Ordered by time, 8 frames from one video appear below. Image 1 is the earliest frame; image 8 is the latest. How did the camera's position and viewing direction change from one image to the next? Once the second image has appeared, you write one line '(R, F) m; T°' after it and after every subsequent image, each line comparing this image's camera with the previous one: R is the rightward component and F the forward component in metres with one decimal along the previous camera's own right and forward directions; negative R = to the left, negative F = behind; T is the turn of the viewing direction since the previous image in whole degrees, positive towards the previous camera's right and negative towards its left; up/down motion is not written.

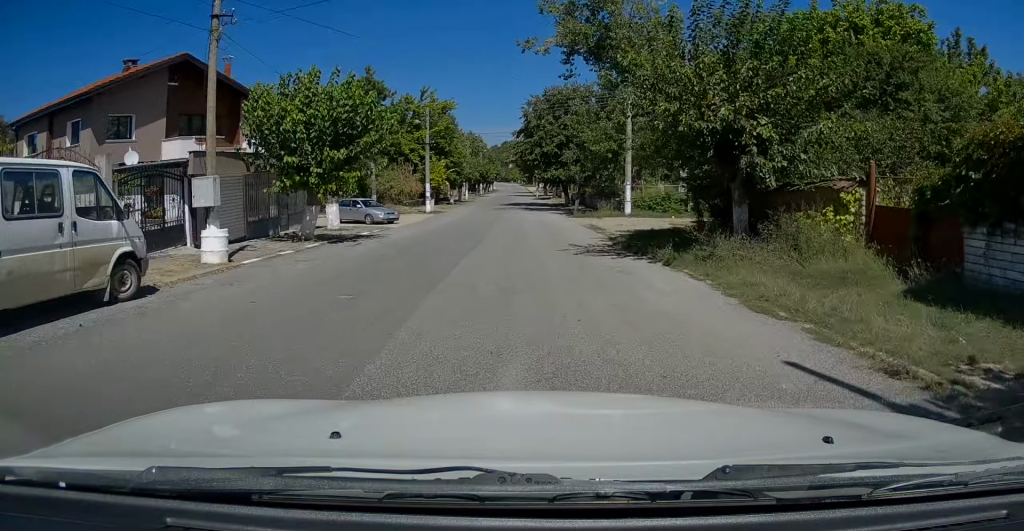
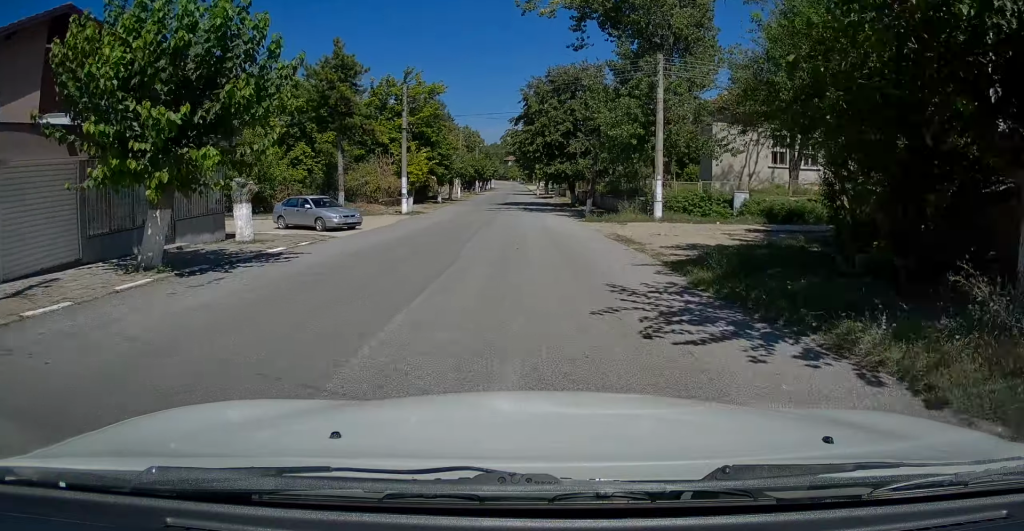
(0.0, +8.5) m; 0°
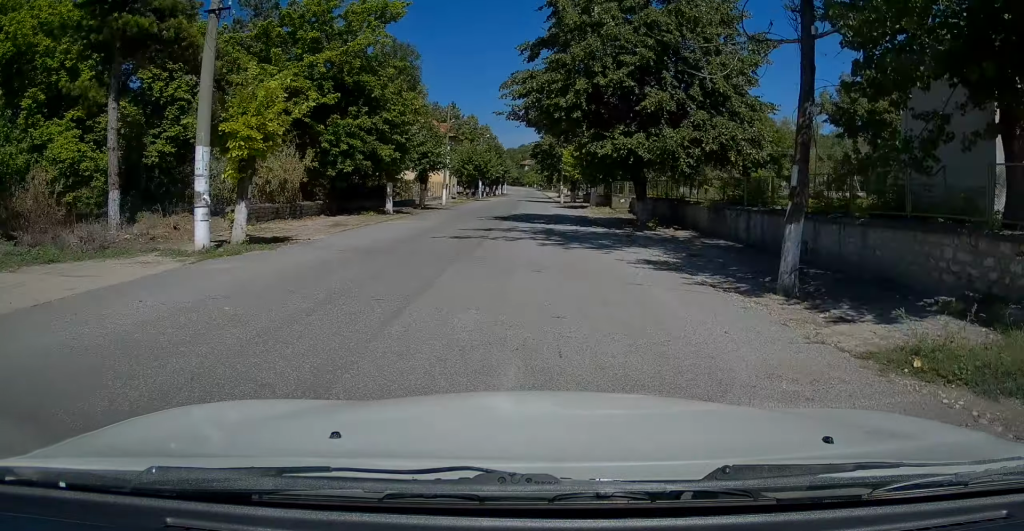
(+0.1, +24.3) m; +1°
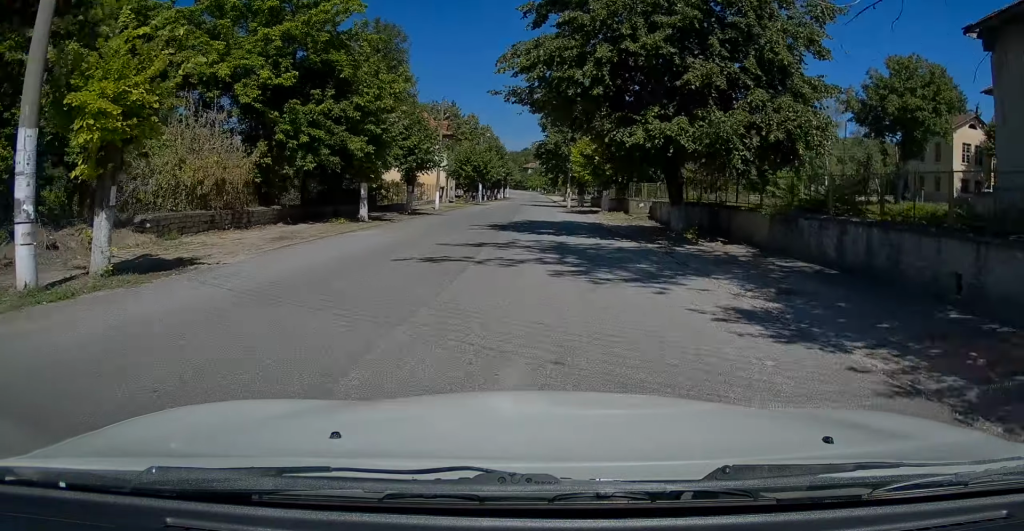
(0.0, +5.2) m; 0°
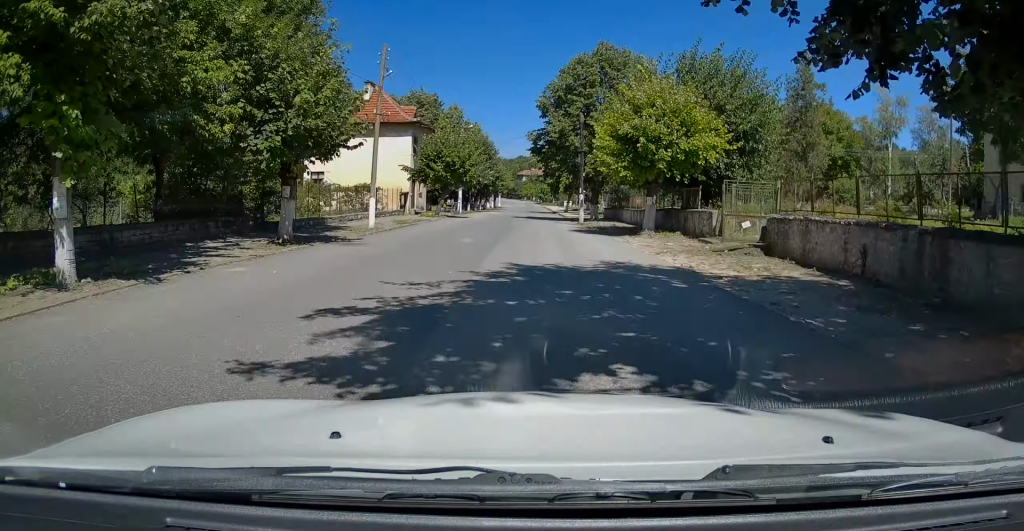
(-0.2, +16.5) m; -1°
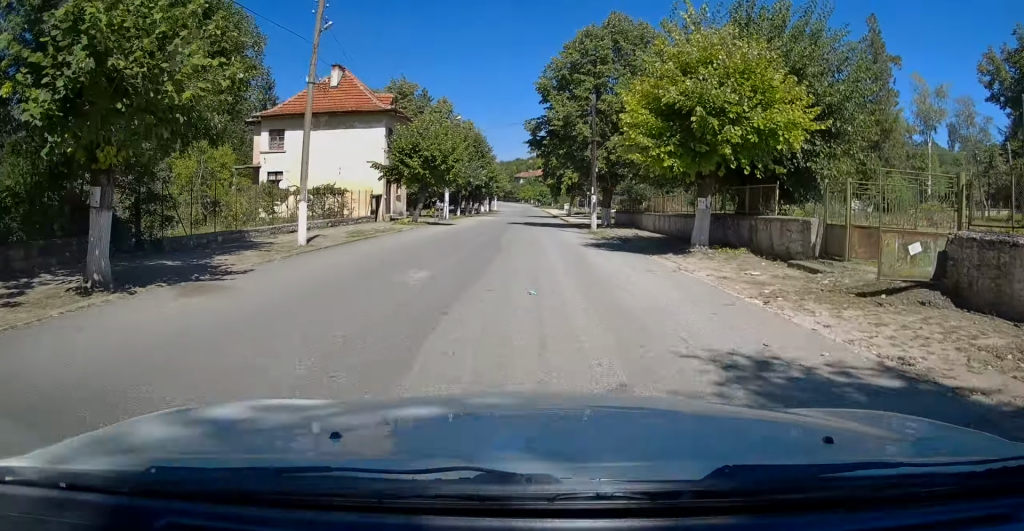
(0.0, +7.7) m; 0°
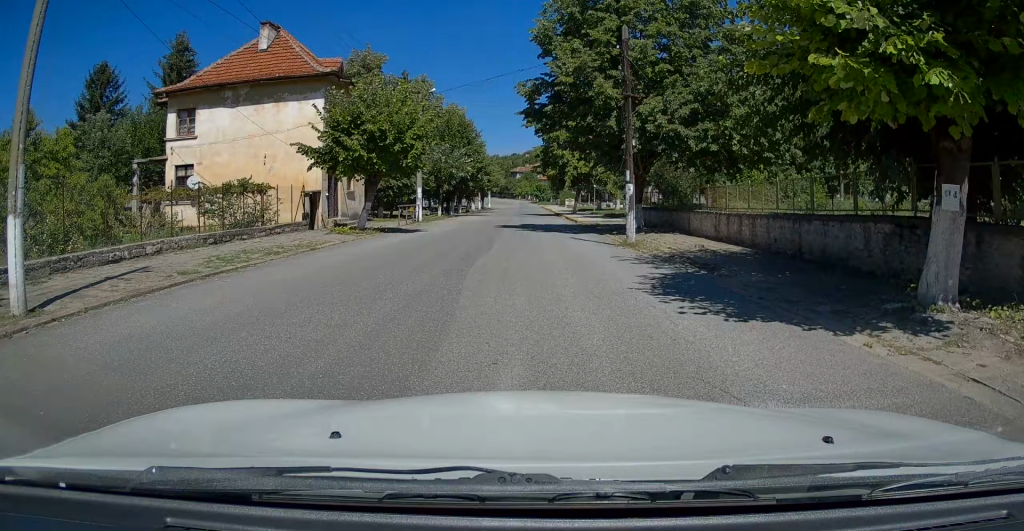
(+0.1, +10.8) m; 0°
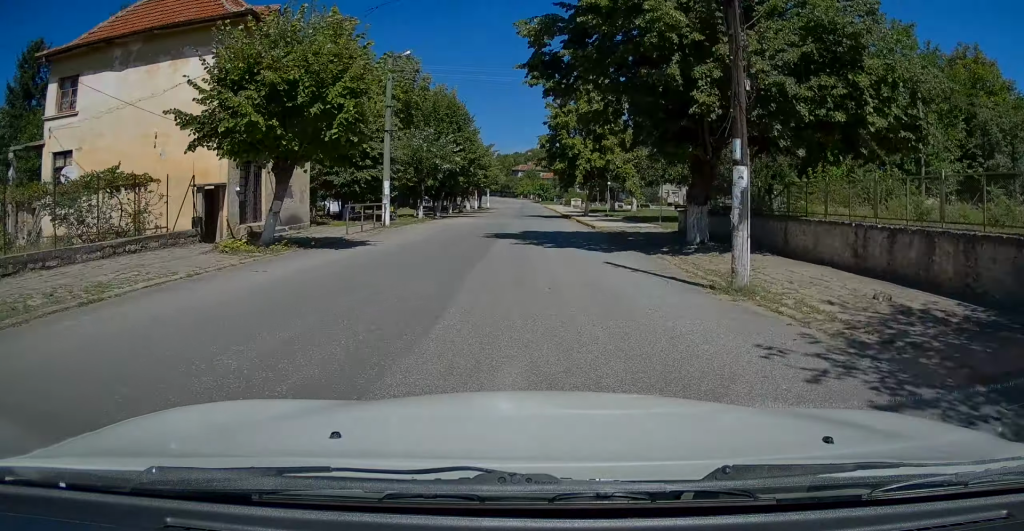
(0.0, +9.1) m; 0°
